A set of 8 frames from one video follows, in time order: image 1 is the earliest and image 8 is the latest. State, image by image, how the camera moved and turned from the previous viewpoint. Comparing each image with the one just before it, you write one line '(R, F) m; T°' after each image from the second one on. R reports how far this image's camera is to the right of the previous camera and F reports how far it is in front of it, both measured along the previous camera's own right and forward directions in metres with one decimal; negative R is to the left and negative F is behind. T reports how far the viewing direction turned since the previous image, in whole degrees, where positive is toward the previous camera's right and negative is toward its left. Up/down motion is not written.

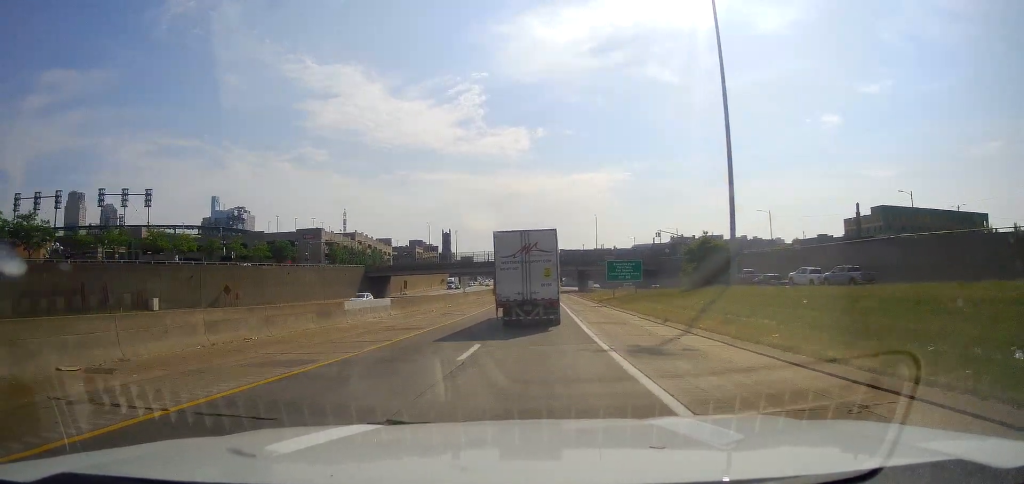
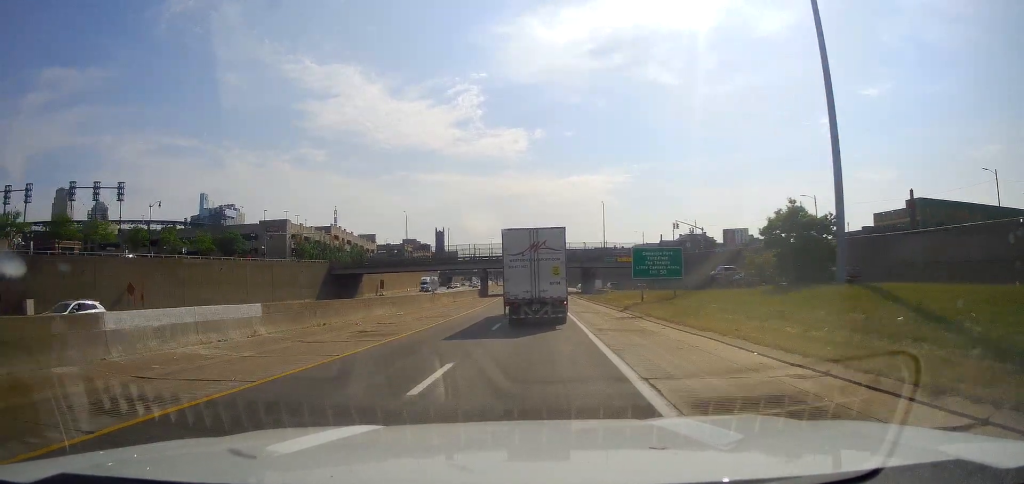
(+0.1, +20.5) m; 0°
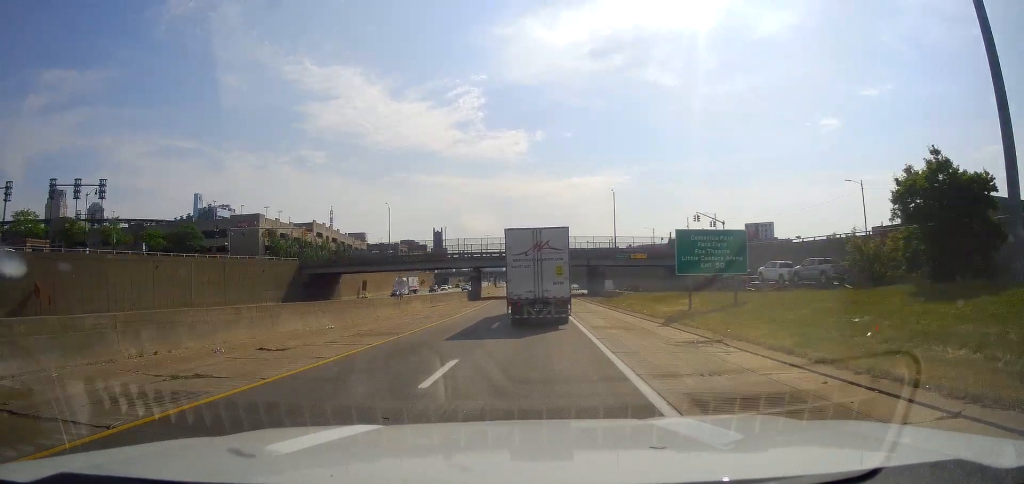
(0.0, +14.6) m; 0°
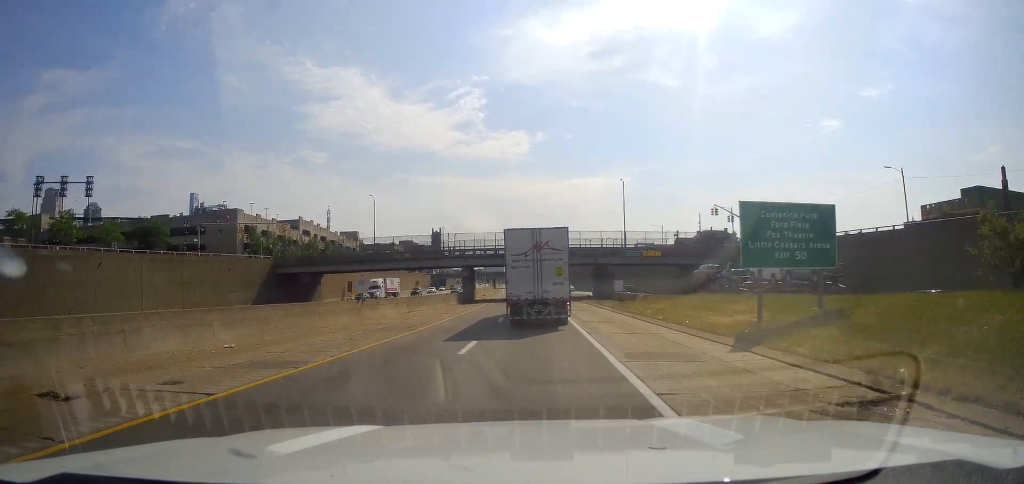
(-0.1, +10.0) m; 0°
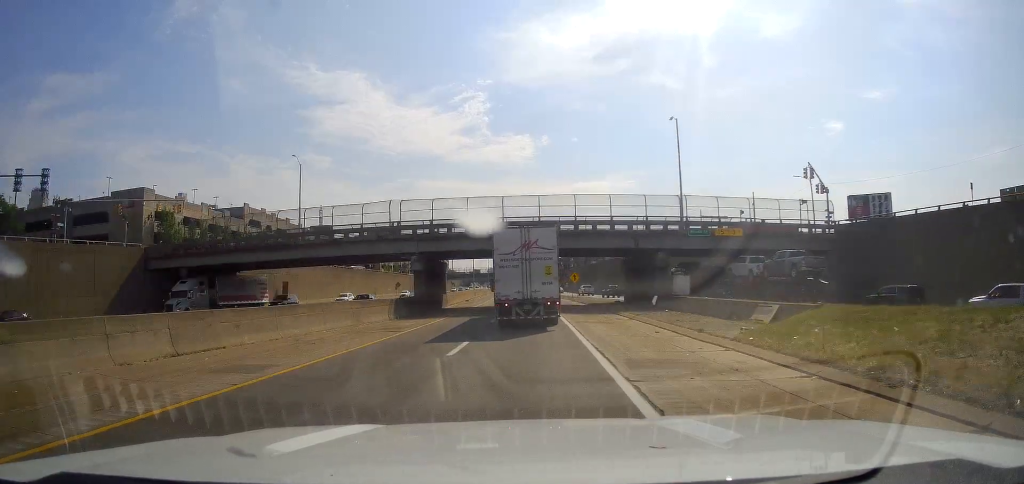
(+0.4, +31.8) m; 0°
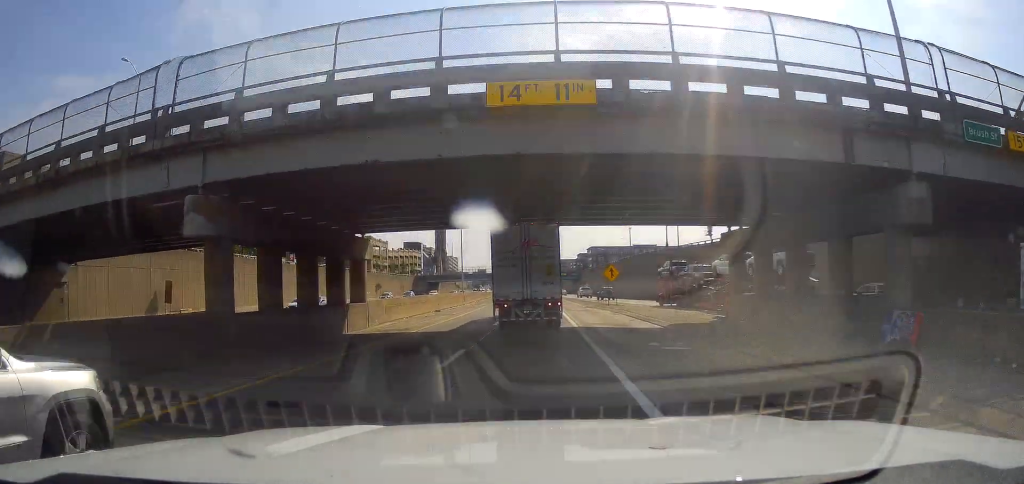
(-0.7, +31.8) m; -2°
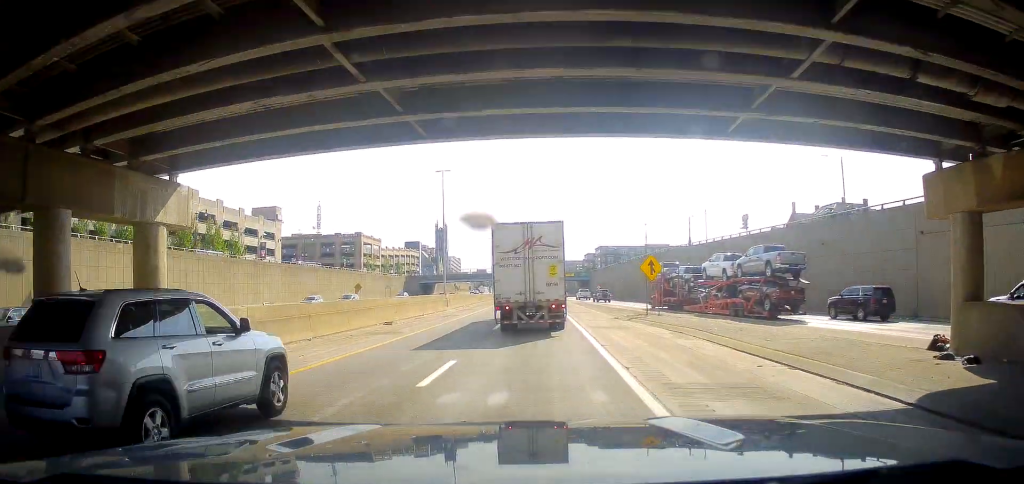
(-0.1, +17.7) m; 0°
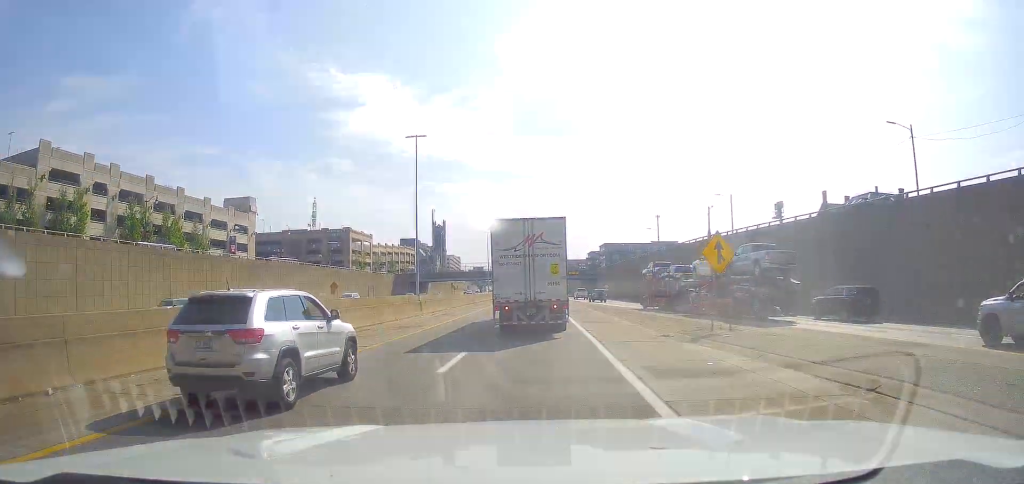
(+0.2, +13.8) m; -1°
